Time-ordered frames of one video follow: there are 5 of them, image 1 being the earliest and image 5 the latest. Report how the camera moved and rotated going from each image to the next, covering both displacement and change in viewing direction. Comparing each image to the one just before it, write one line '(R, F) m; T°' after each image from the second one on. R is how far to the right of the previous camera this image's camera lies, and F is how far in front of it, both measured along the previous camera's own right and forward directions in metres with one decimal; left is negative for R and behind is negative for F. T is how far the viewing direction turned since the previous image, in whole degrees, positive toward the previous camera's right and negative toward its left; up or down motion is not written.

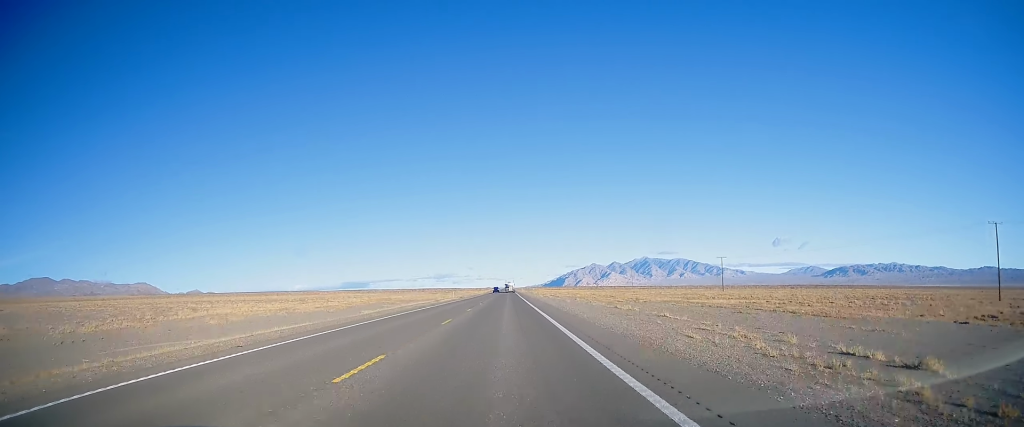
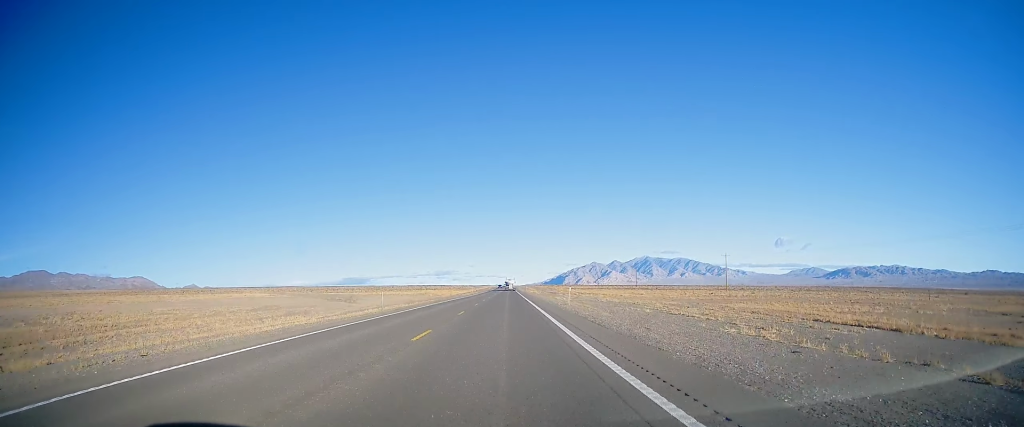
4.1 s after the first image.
(+0.8, +137.4) m; 0°
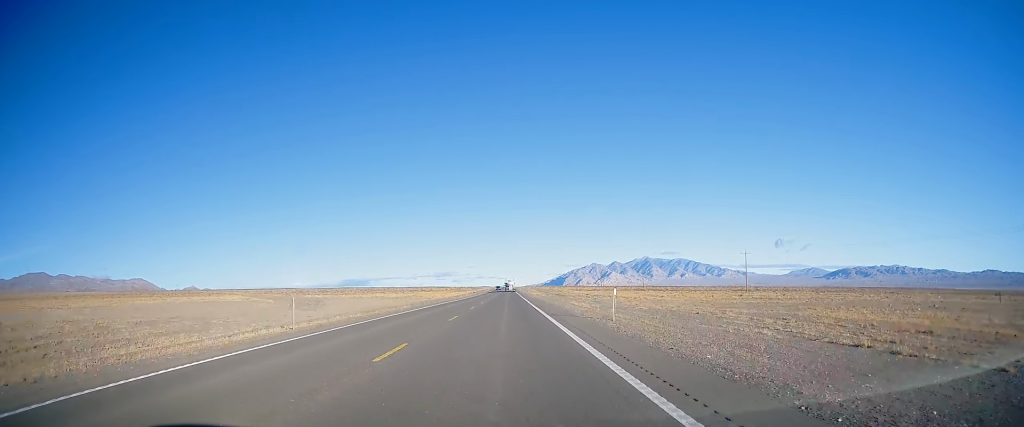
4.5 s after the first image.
(0.0, +15.4) m; 0°
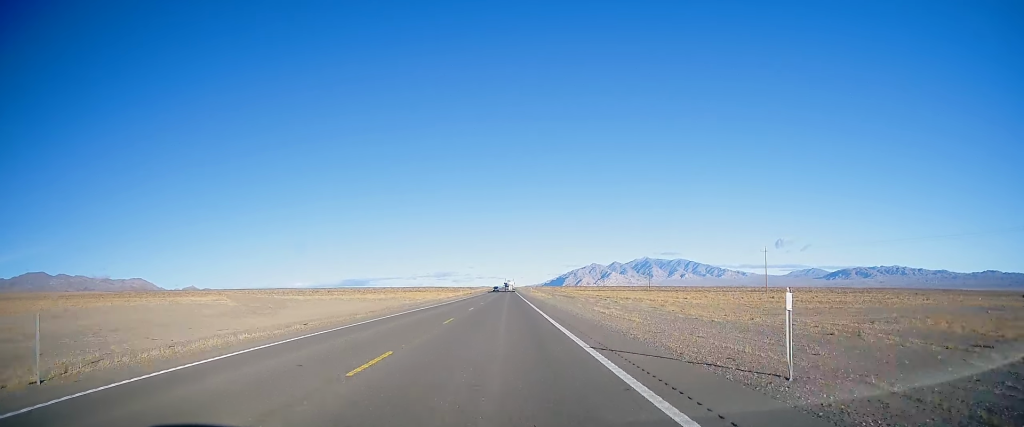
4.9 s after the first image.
(0.0, +13.4) m; 0°
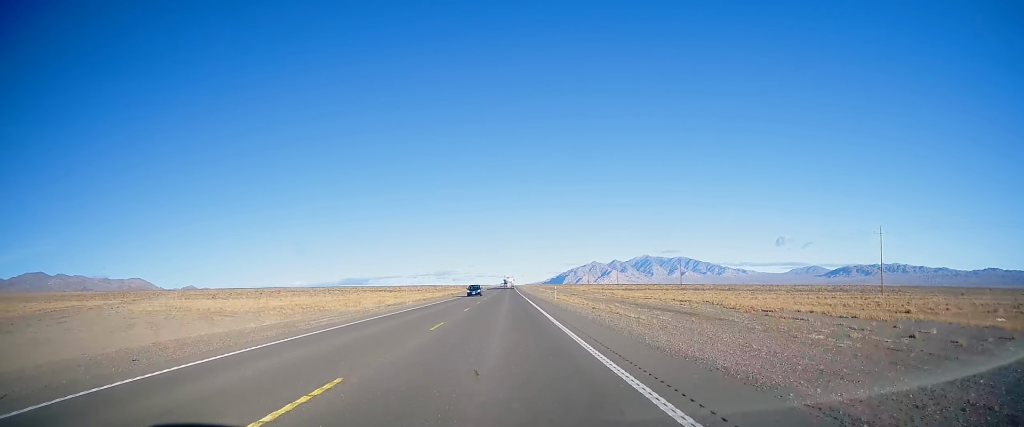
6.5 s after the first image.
(+0.5, +51.1) m; 0°
